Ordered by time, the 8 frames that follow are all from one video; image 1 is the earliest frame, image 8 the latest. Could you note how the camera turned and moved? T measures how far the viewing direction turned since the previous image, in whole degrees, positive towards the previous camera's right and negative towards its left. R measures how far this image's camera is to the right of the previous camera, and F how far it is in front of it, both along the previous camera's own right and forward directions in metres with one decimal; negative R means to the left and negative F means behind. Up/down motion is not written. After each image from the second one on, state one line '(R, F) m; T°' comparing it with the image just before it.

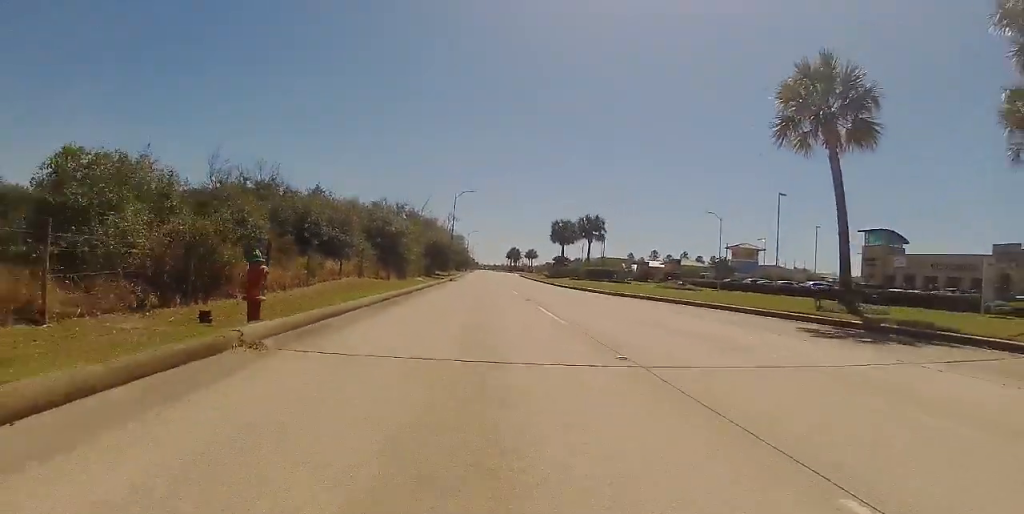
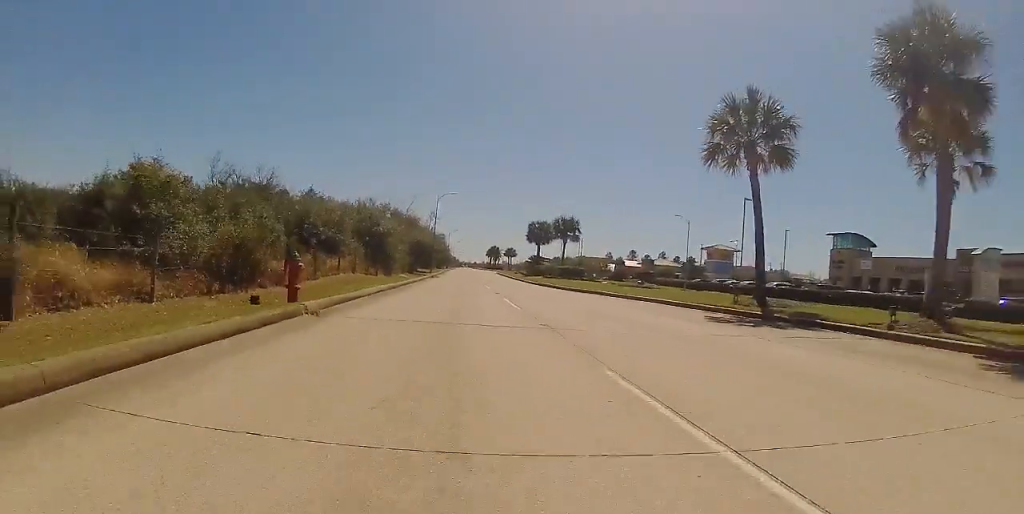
(0.0, +3.7) m; -2°
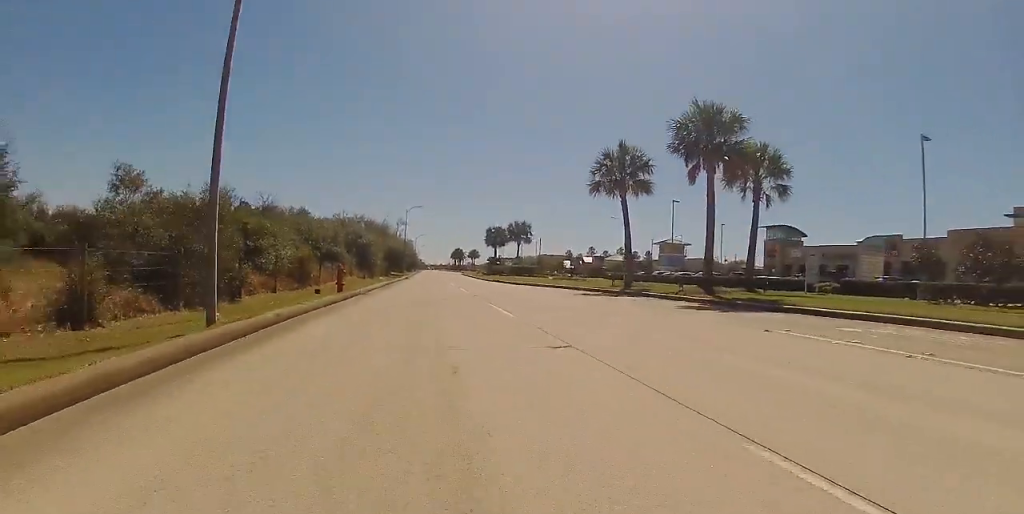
(-0.3, +10.9) m; 0°
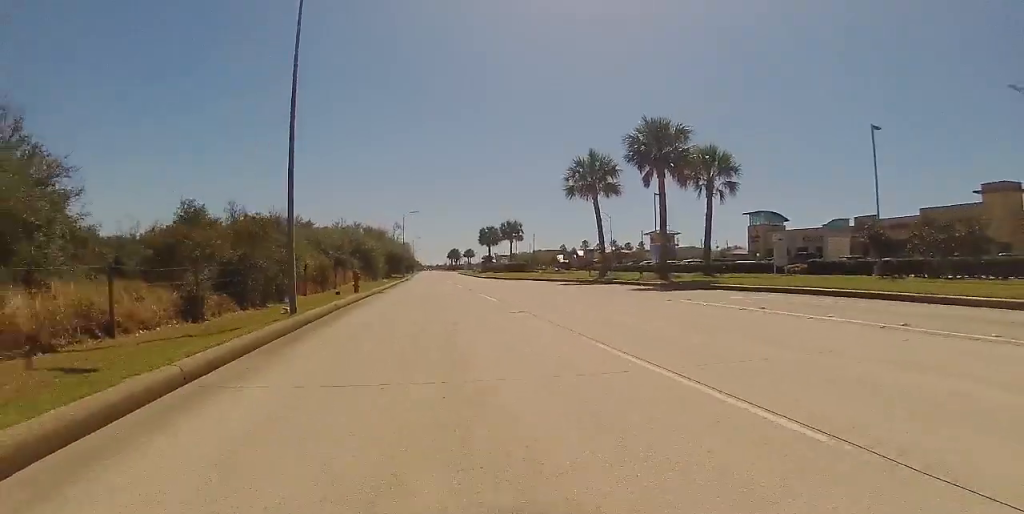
(+0.1, +4.9) m; +2°
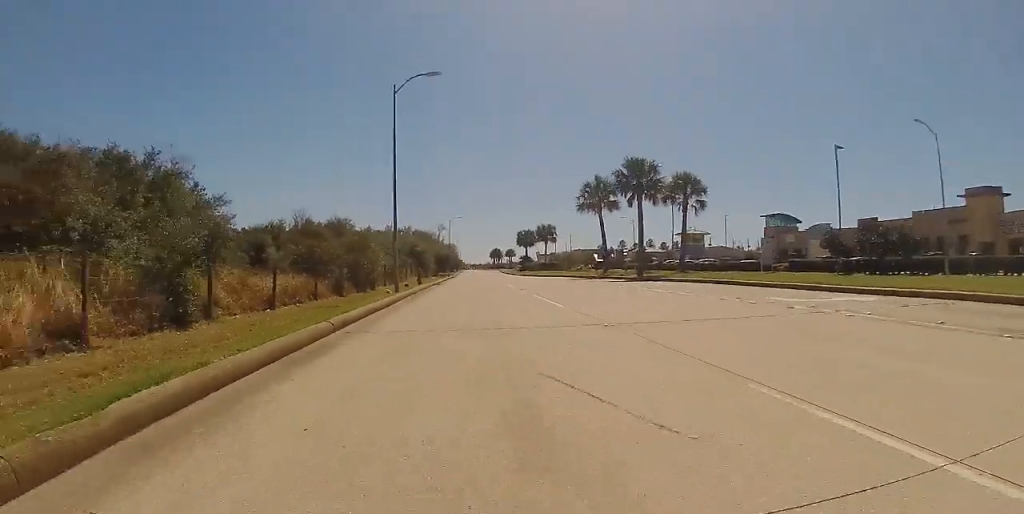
(+0.1, +9.8) m; 0°
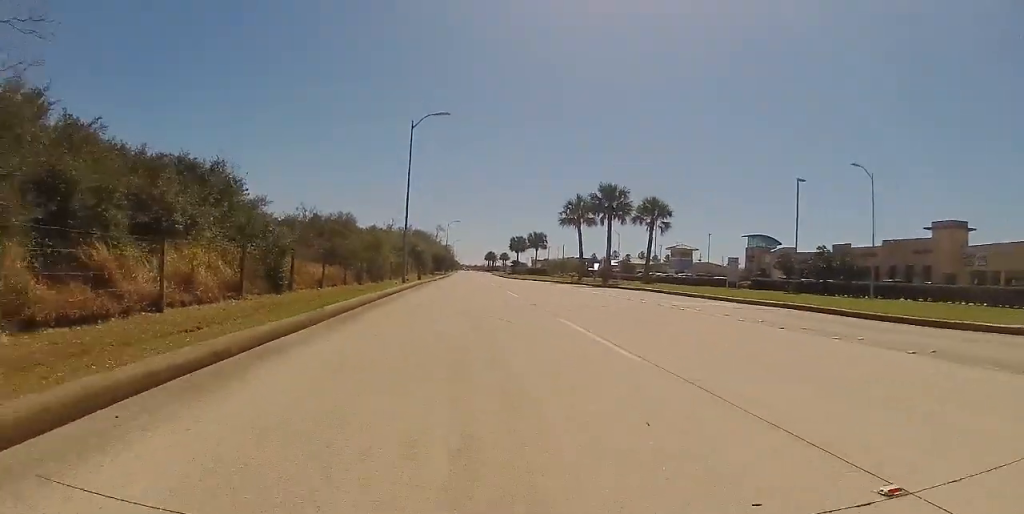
(0.0, +5.7) m; +1°
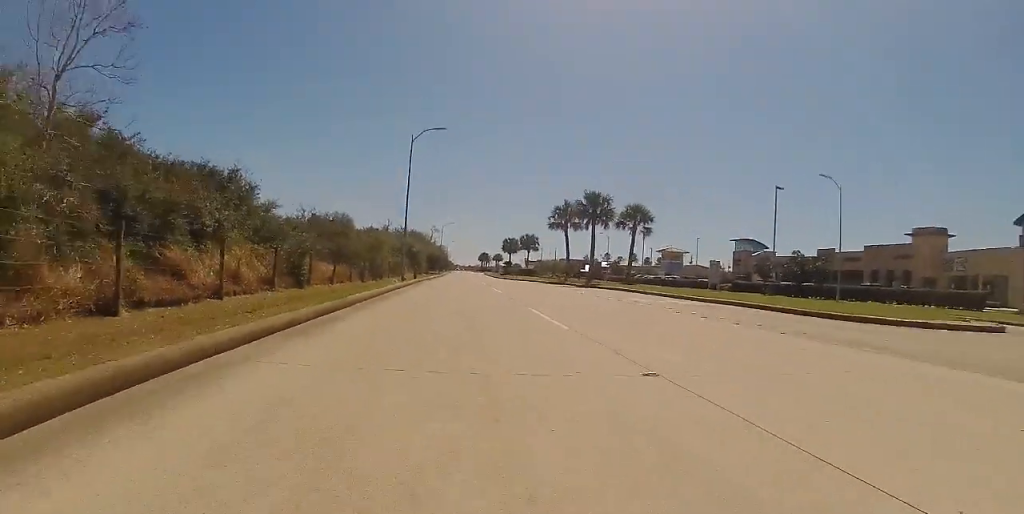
(0.0, +2.5) m; +1°
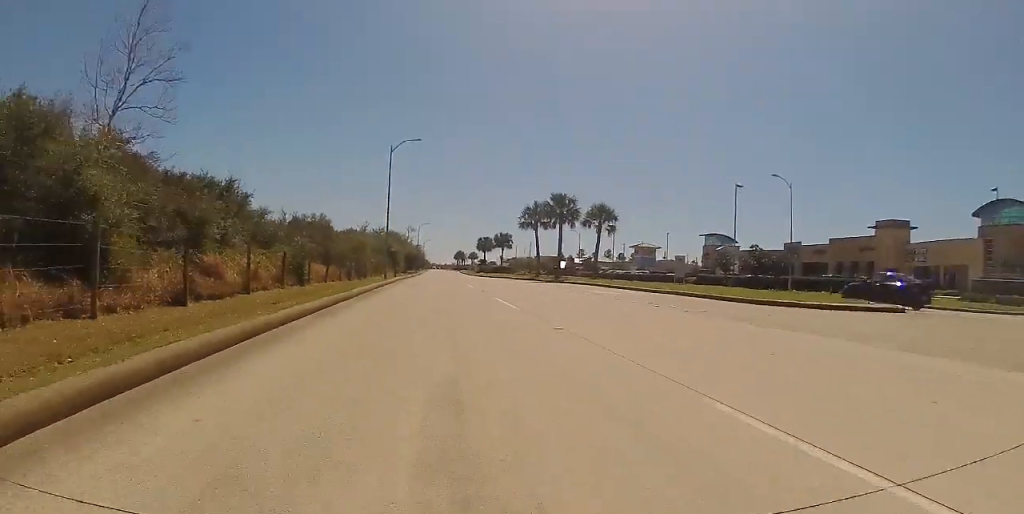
(+0.1, +2.5) m; +1°
